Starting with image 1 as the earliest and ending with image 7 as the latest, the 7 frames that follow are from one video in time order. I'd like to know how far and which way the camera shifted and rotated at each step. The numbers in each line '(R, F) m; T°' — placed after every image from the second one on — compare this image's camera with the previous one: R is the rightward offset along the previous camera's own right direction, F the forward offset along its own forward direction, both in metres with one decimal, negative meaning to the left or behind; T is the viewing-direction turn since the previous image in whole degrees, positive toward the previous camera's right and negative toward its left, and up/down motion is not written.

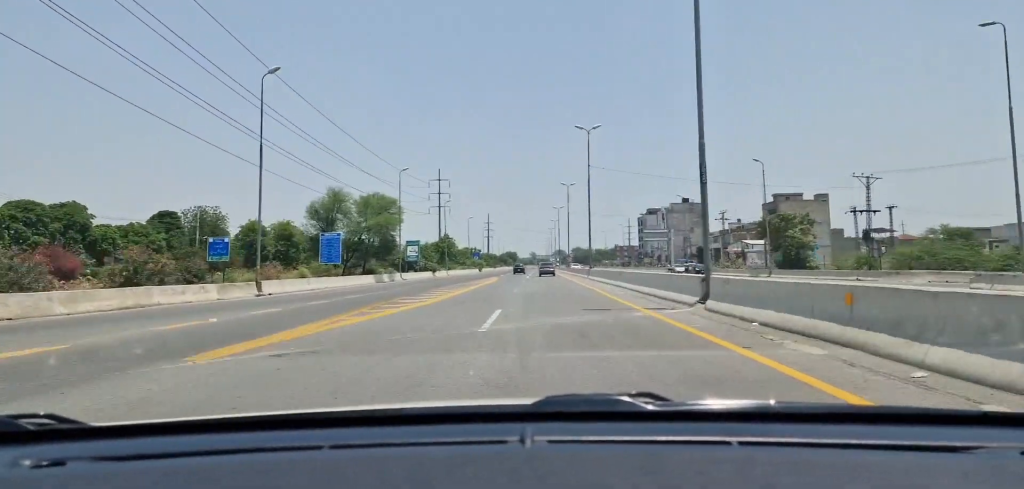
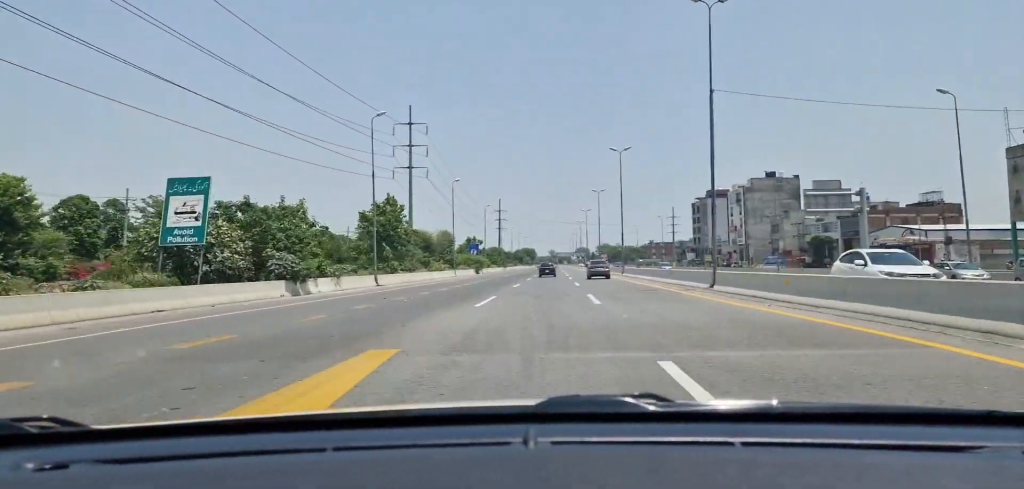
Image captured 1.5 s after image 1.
(-1.2, +63.5) m; -2°
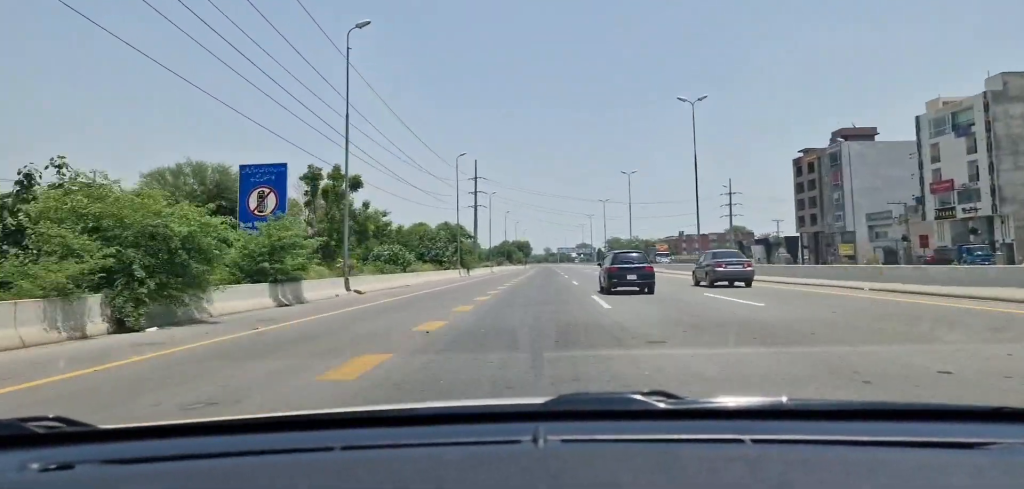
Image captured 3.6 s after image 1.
(+1.0, +92.4) m; +2°
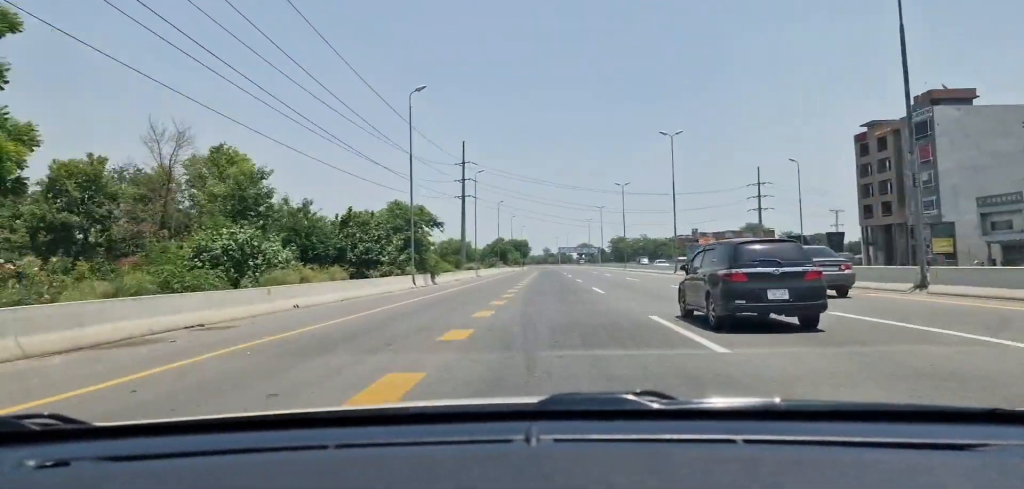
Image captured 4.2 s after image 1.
(+0.4, +26.8) m; 0°
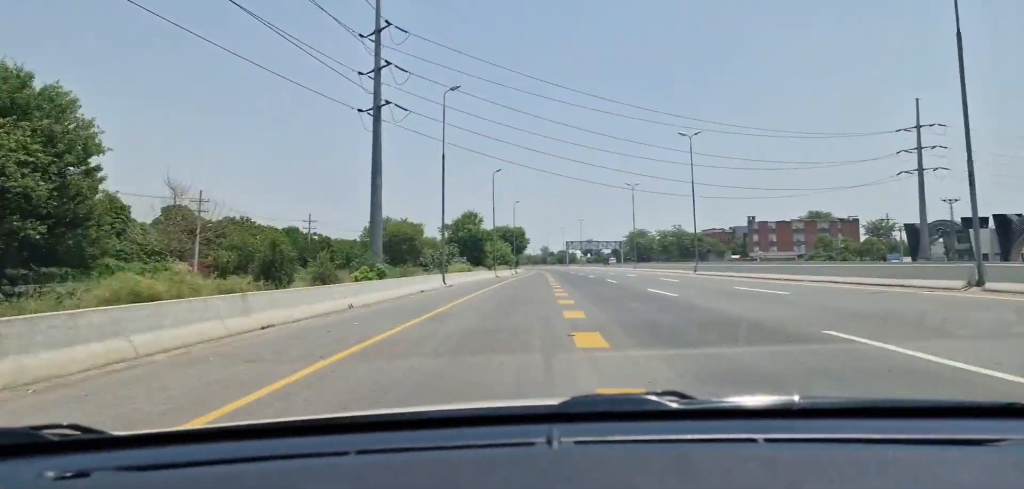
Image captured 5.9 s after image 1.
(+0.2, +75.4) m; +2°
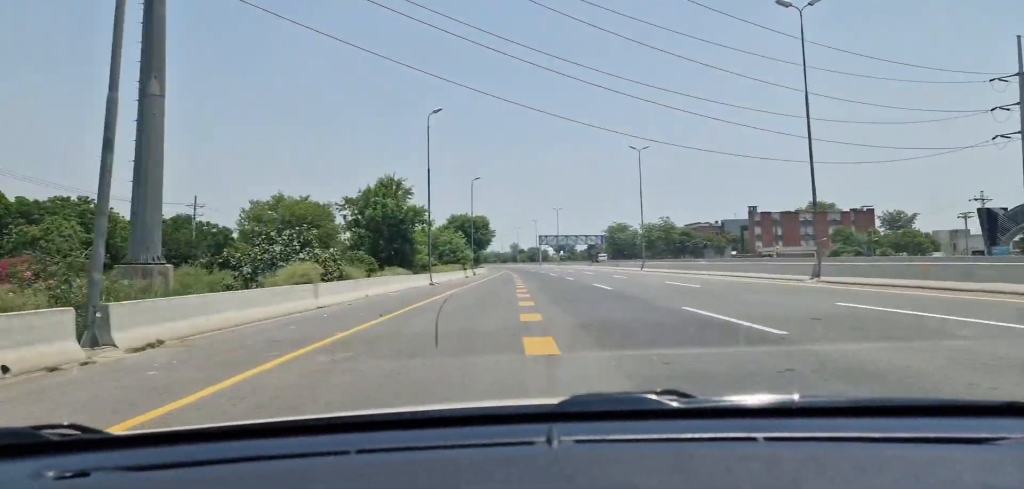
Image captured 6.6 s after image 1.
(+0.4, +29.7) m; +2°
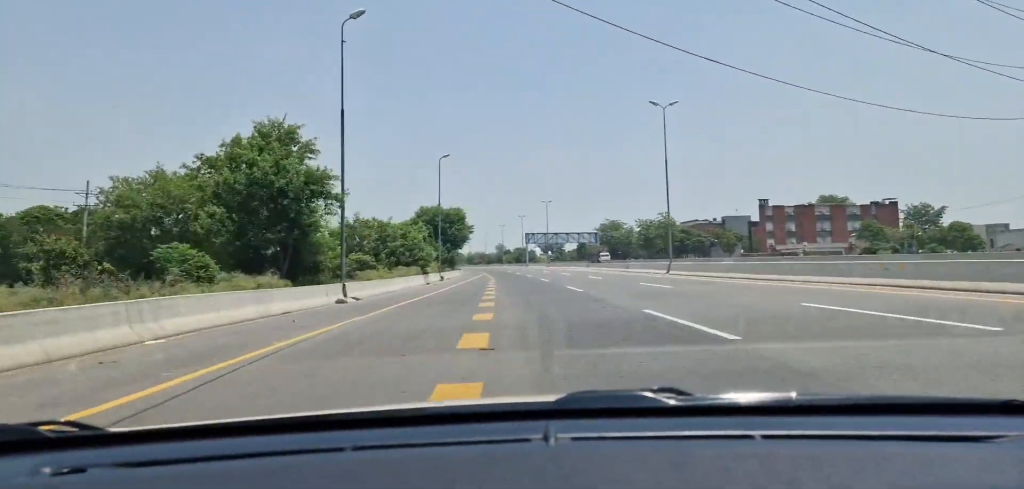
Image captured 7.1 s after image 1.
(+0.4, +19.6) m; 0°
